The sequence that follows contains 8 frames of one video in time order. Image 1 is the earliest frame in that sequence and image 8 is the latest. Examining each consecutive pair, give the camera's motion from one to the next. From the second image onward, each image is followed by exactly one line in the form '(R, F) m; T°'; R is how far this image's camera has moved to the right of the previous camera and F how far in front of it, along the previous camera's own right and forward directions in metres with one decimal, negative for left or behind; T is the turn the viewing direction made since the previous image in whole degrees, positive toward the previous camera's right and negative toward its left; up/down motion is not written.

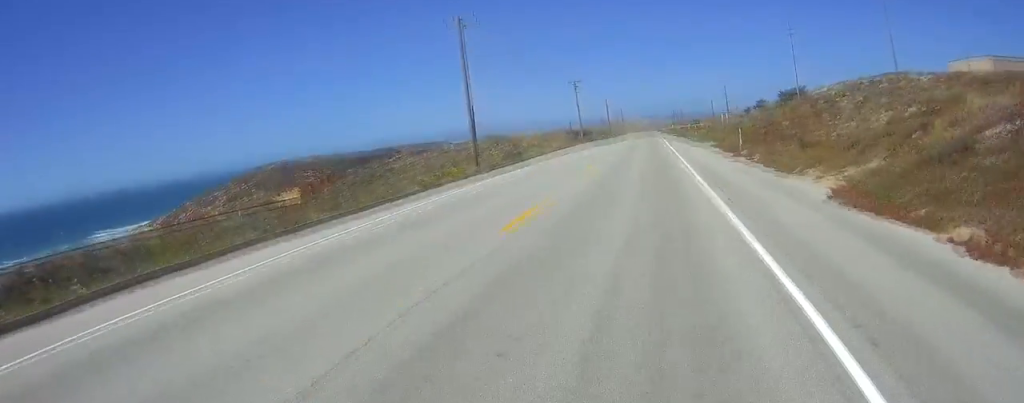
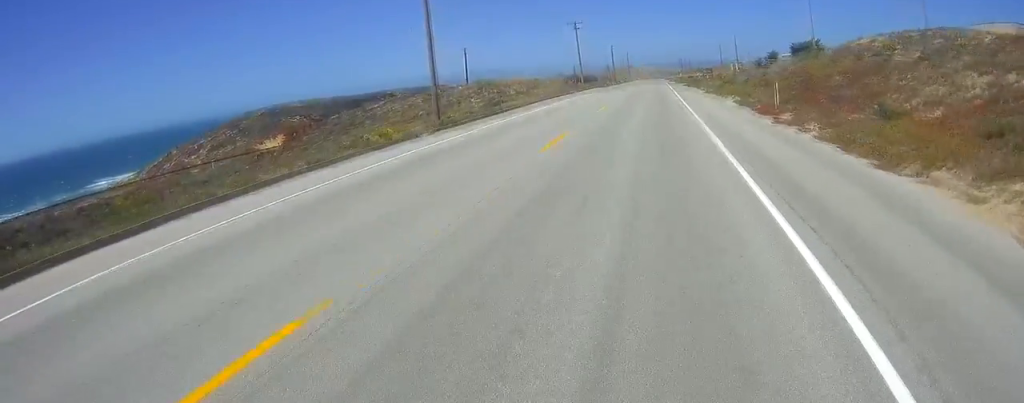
(0.0, +10.6) m; 0°
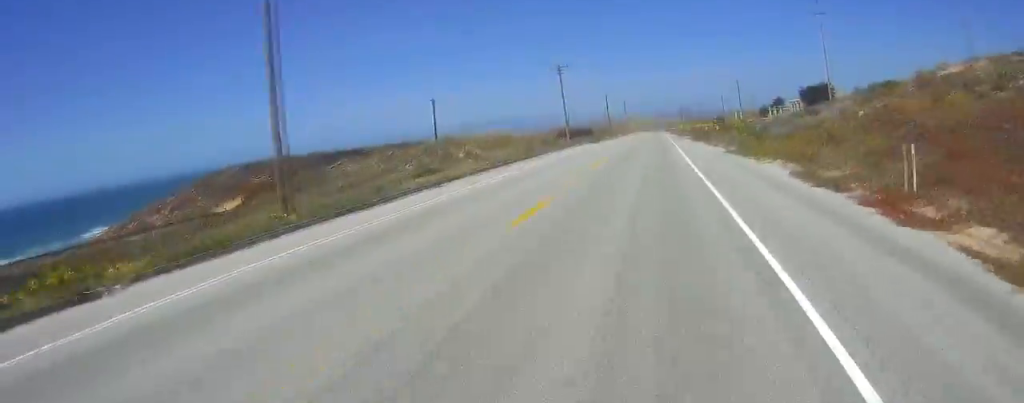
(+0.1, +17.4) m; 0°
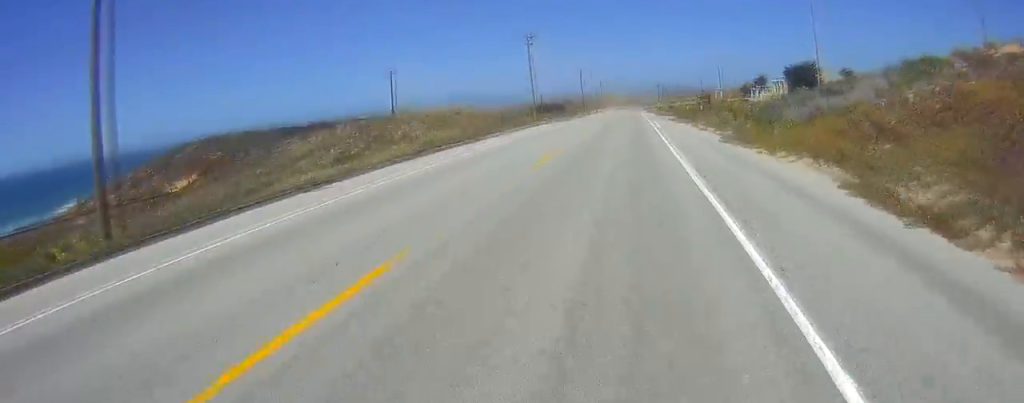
(+0.1, +8.4) m; 0°
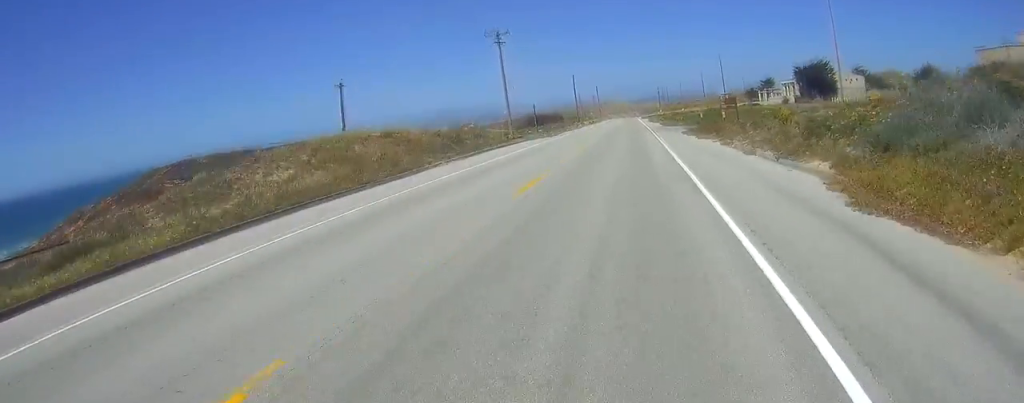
(-0.2, +17.5) m; -1°
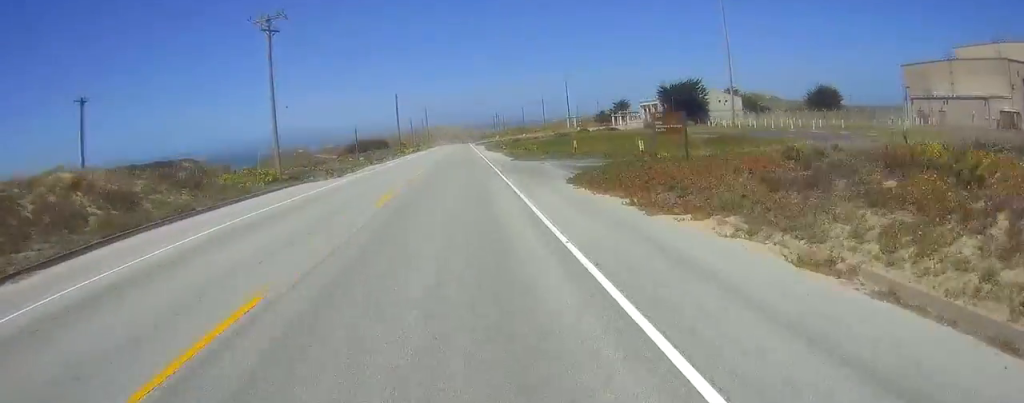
(0.0, +24.9) m; 0°
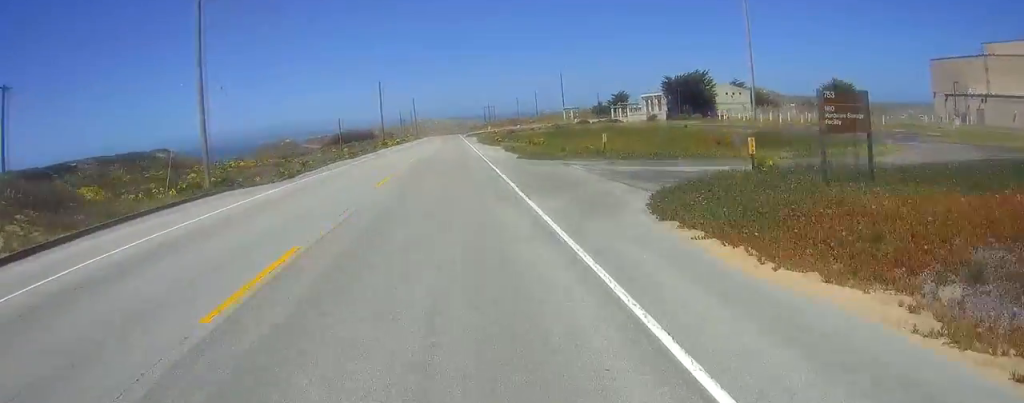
(0.0, +11.5) m; 0°
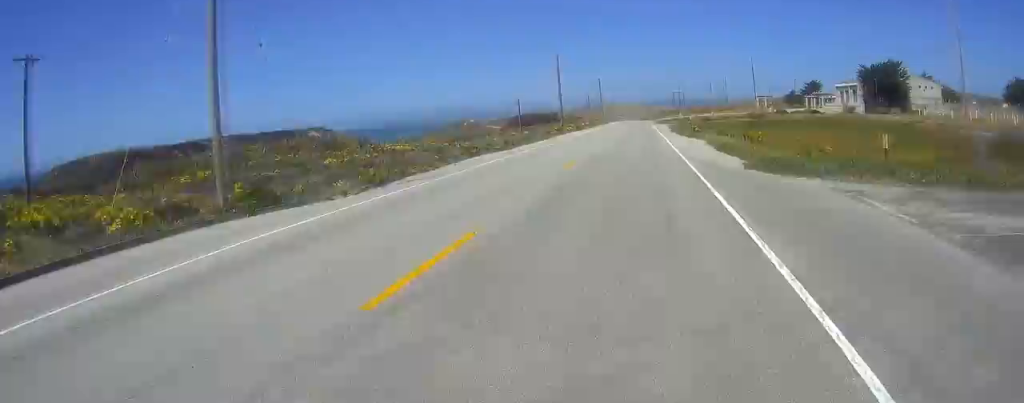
(0.0, +13.1) m; 0°
